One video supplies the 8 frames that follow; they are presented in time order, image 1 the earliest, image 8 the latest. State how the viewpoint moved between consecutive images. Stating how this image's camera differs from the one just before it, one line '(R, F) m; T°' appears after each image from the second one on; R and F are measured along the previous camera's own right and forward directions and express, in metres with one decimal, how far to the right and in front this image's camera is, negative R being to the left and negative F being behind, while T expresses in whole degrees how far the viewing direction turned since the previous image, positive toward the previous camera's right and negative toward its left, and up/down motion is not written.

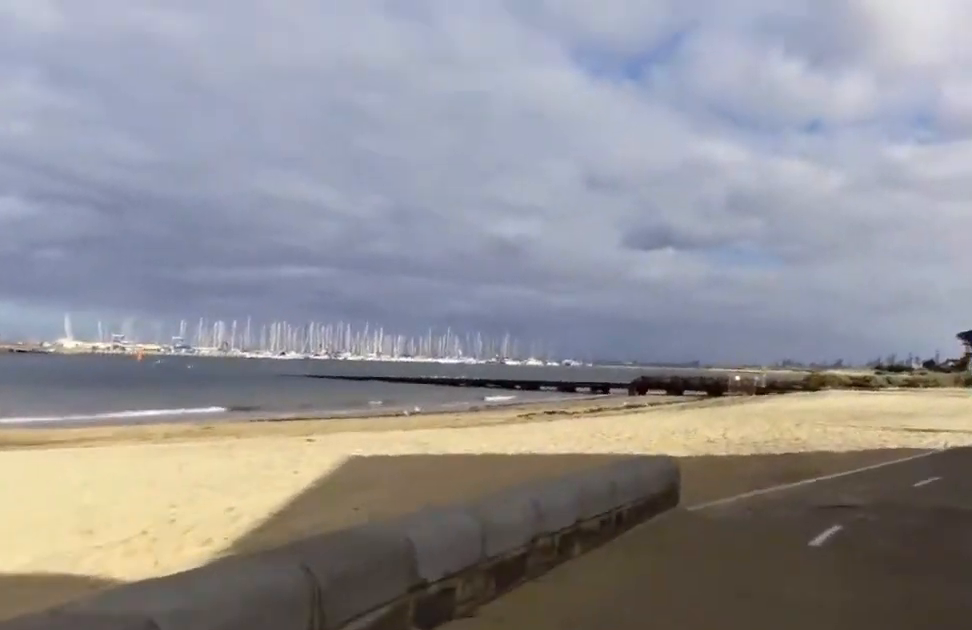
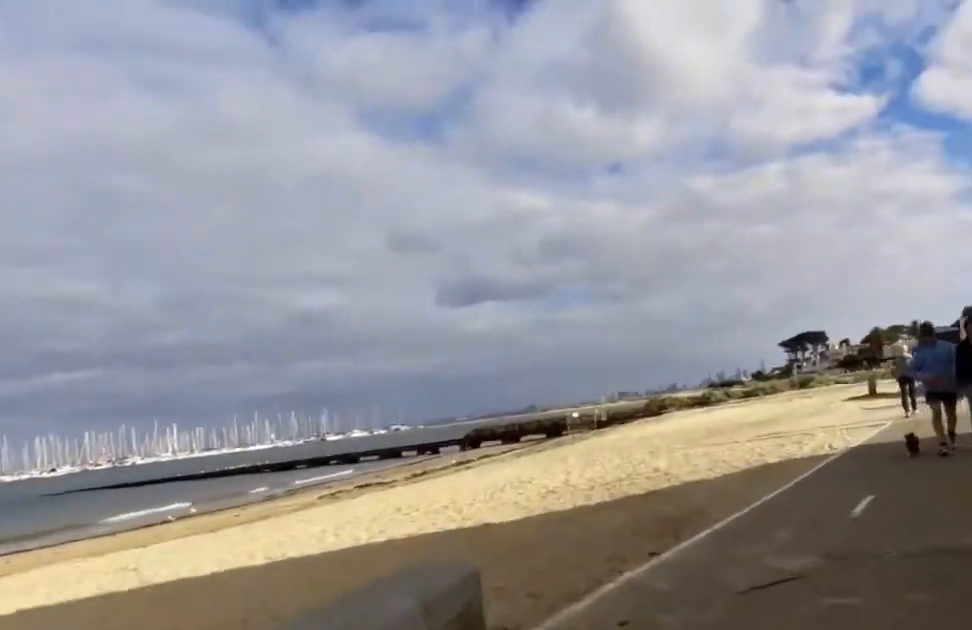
(-0.1, +3.4) m; +2°
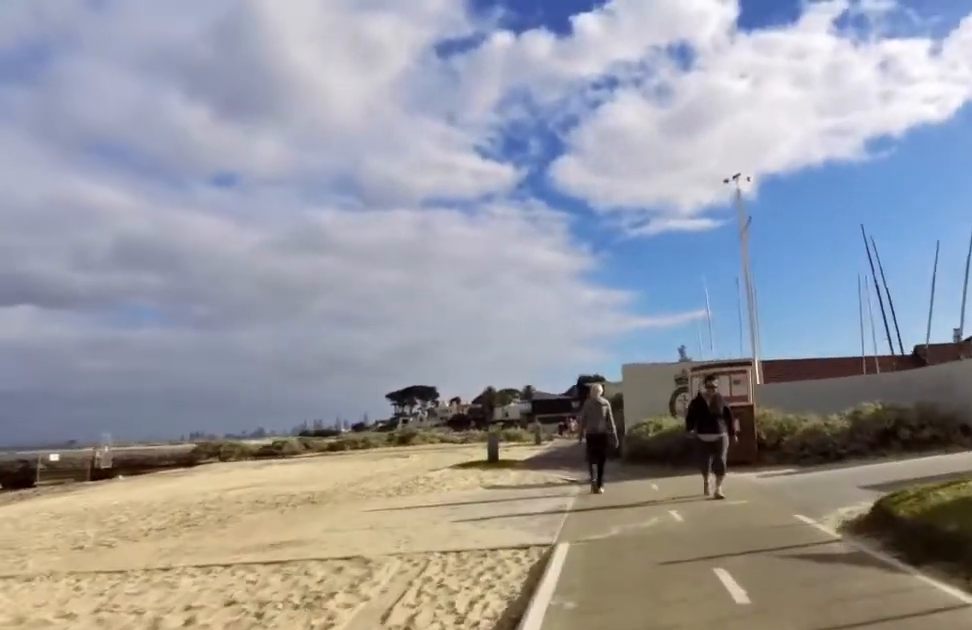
(+1.4, +11.2) m; +19°
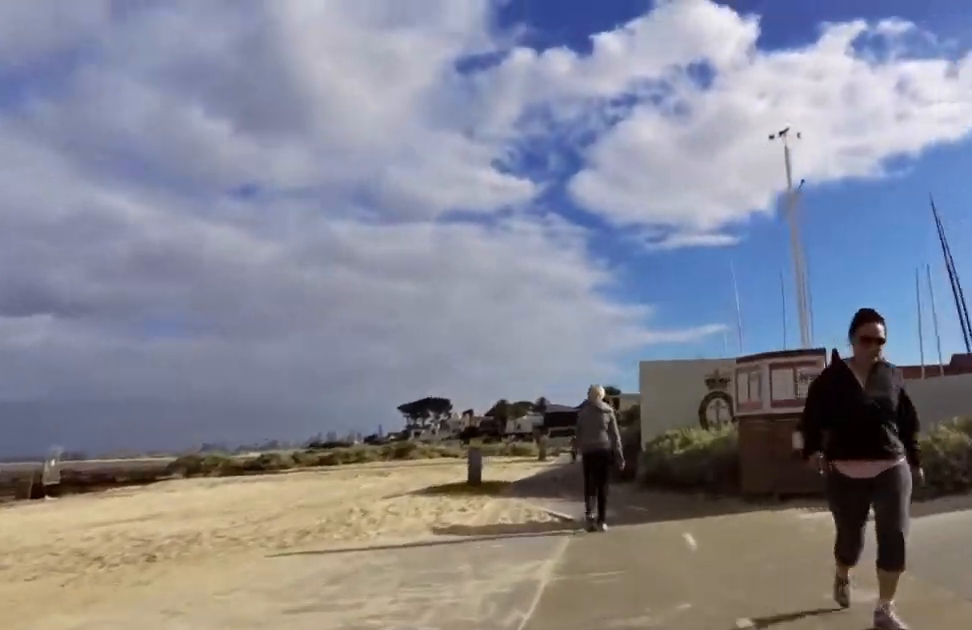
(+0.5, +4.9) m; +7°
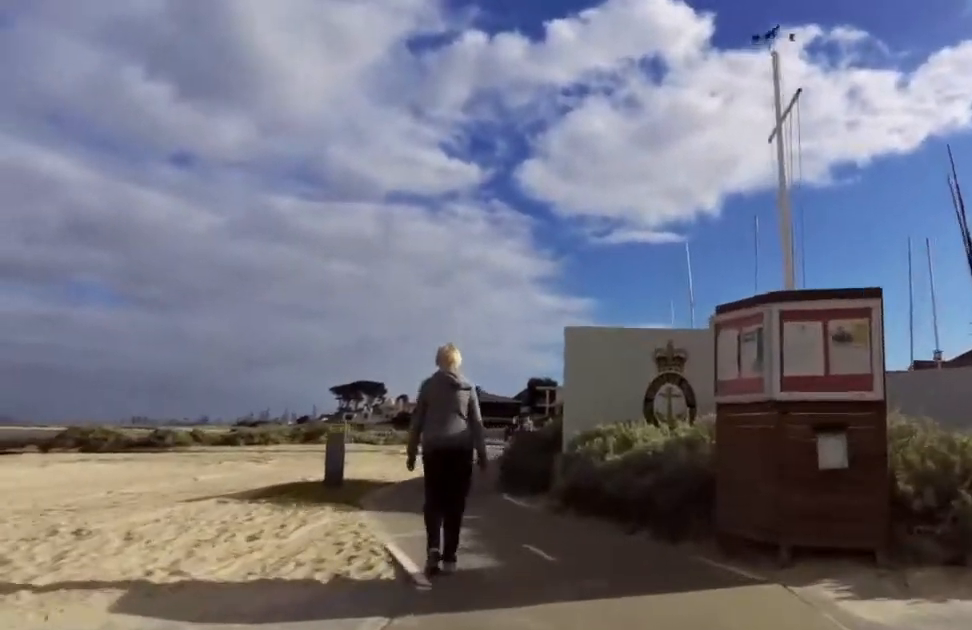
(+0.5, +4.2) m; -3°
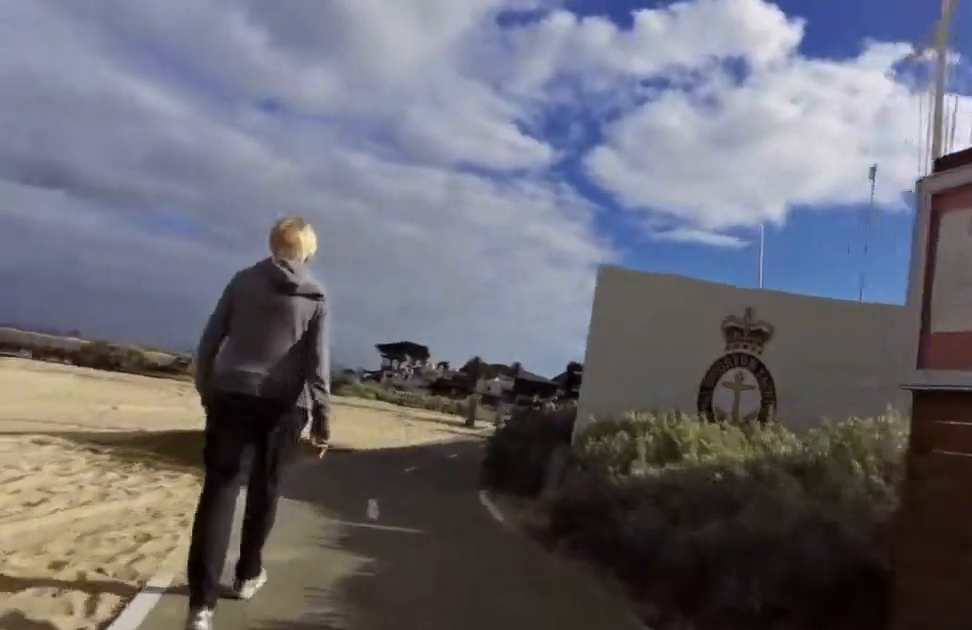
(-0.7, +3.8) m; -10°
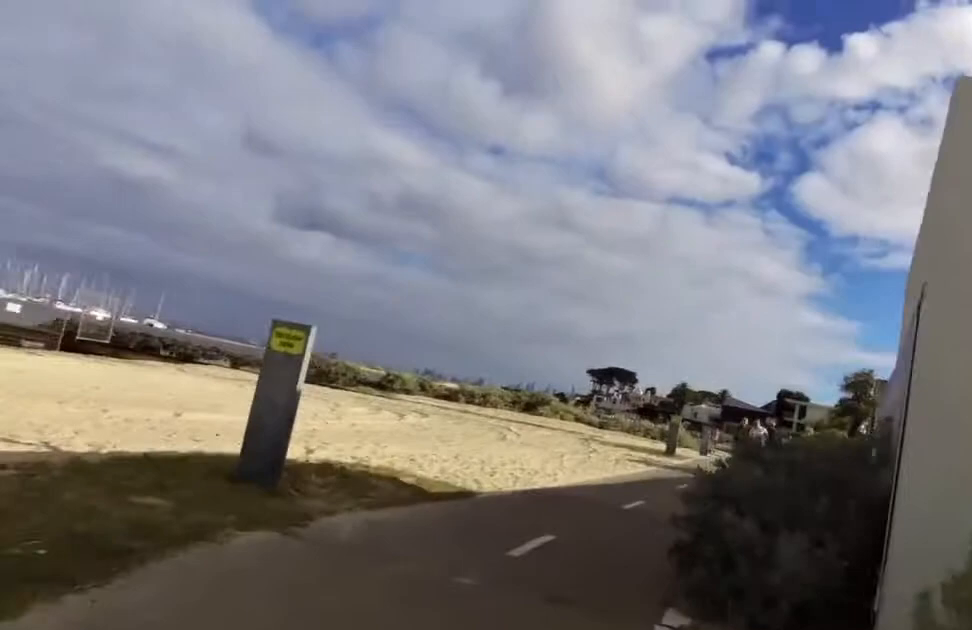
(-0.1, +4.9) m; -1°
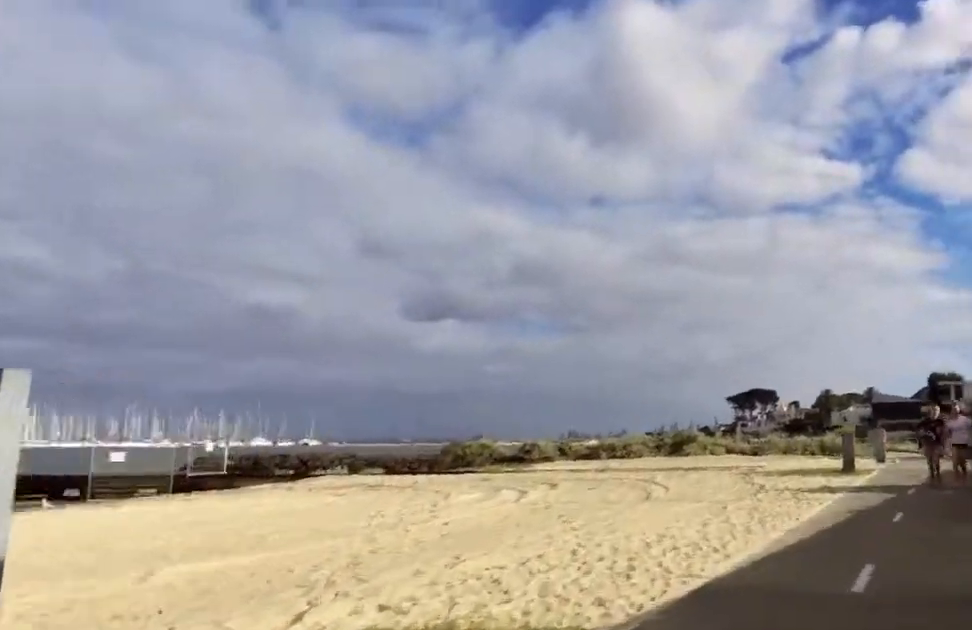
(0.0, +3.3) m; -1°
